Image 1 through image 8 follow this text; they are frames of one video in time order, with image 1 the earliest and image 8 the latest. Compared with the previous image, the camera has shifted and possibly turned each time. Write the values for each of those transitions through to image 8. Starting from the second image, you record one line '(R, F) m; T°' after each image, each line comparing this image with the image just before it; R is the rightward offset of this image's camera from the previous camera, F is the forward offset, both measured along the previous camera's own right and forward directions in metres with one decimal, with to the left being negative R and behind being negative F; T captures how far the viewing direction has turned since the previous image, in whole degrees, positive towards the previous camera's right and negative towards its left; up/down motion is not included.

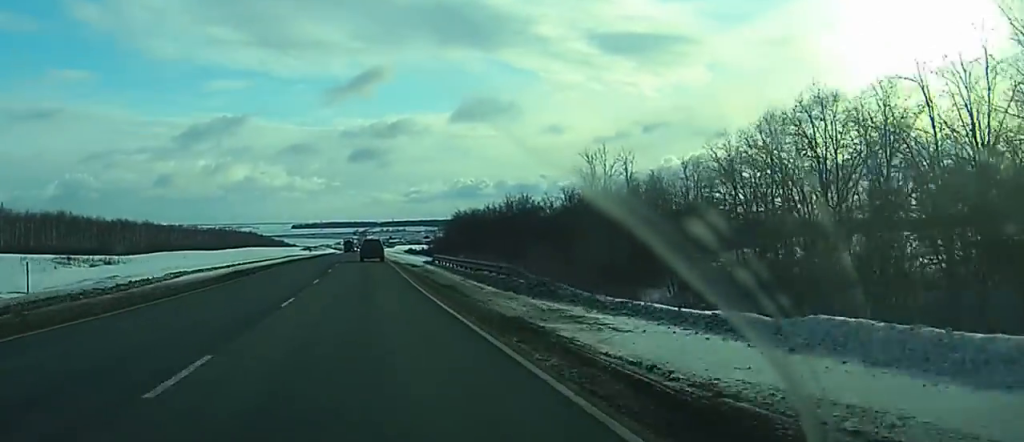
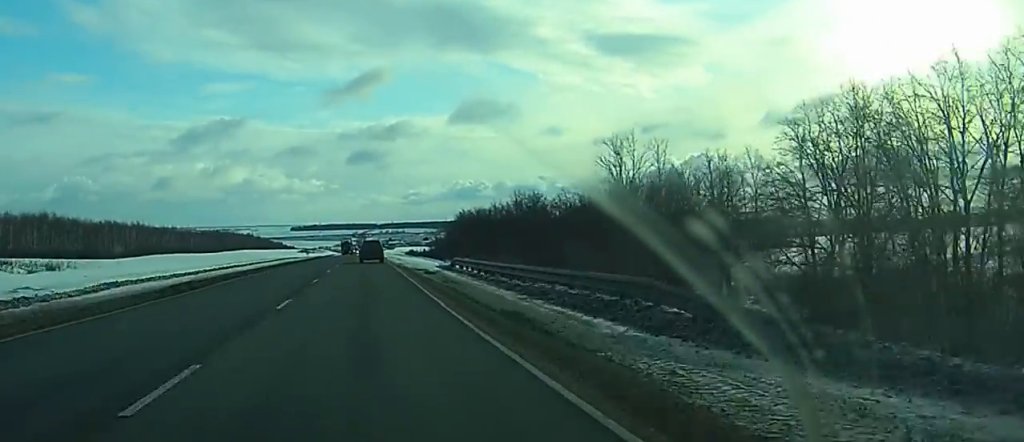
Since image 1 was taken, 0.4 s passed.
(0.0, +12.6) m; 0°
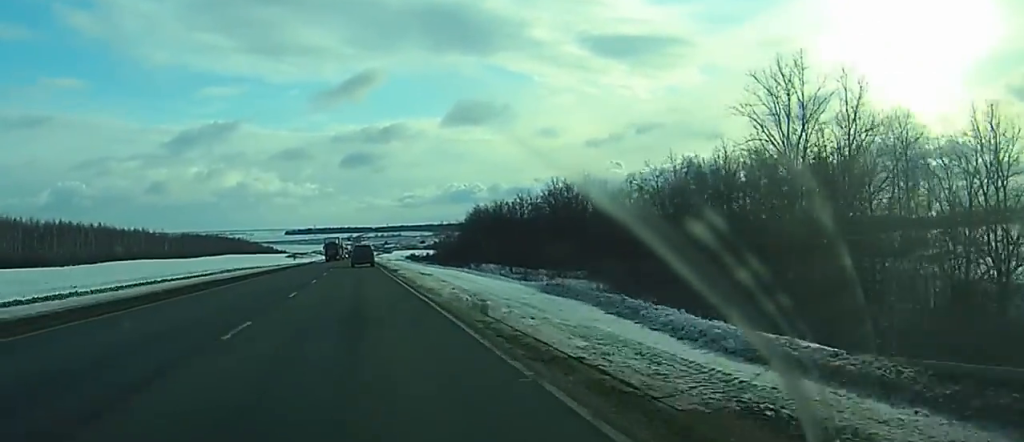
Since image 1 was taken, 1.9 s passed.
(-0.1, +41.9) m; 0°
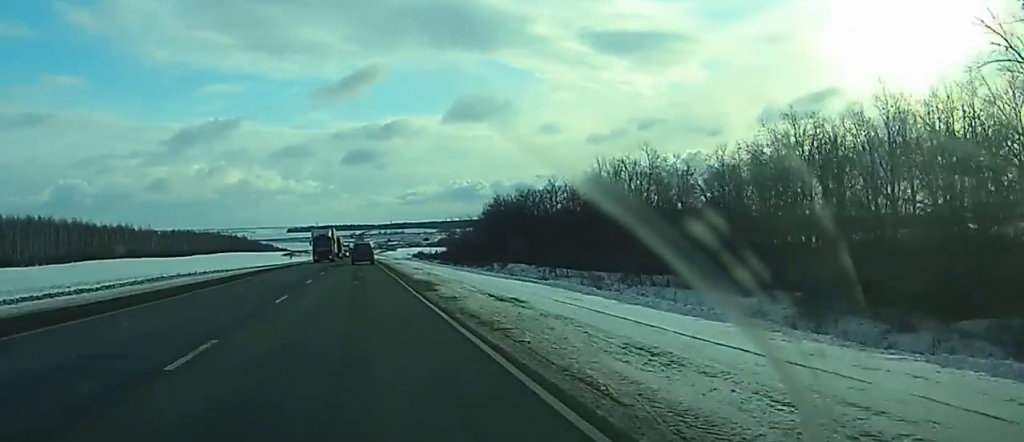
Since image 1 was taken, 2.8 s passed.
(+0.1, +27.4) m; 0°
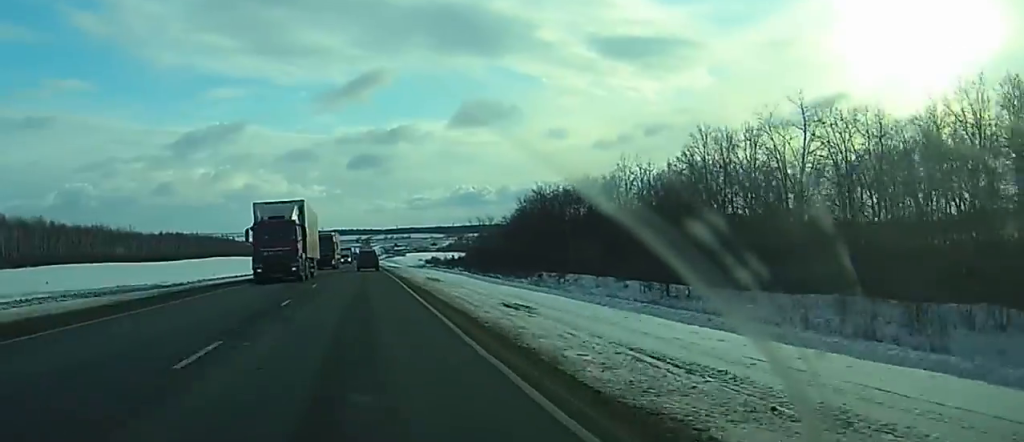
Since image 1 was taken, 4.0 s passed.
(-0.1, +36.2) m; -1°
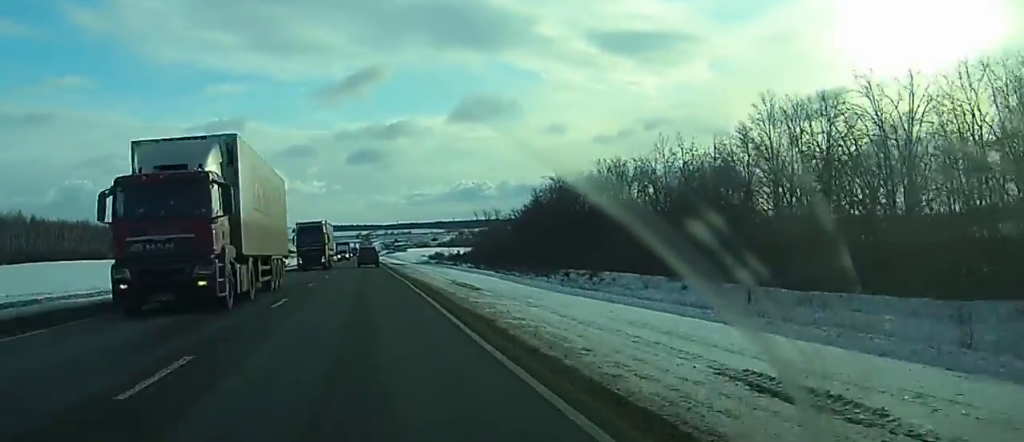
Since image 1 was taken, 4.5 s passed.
(0.0, +14.6) m; 0°
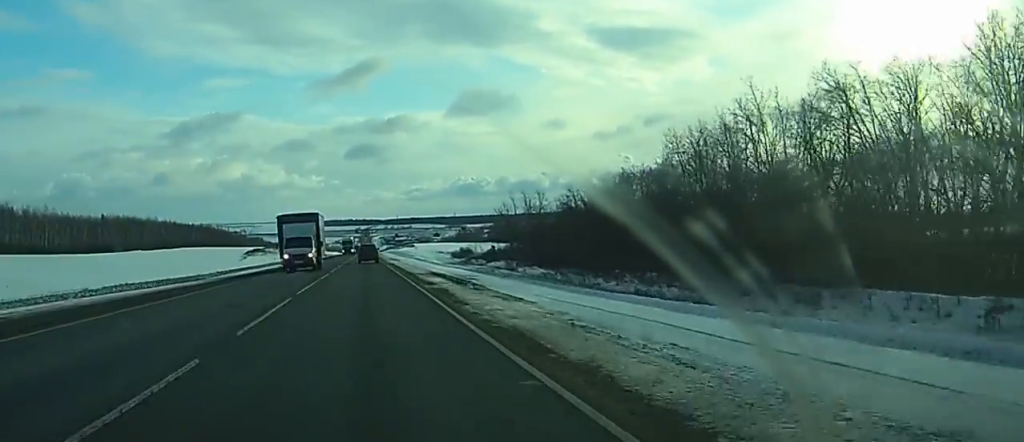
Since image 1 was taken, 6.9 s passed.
(+0.1, +67.1) m; 0°
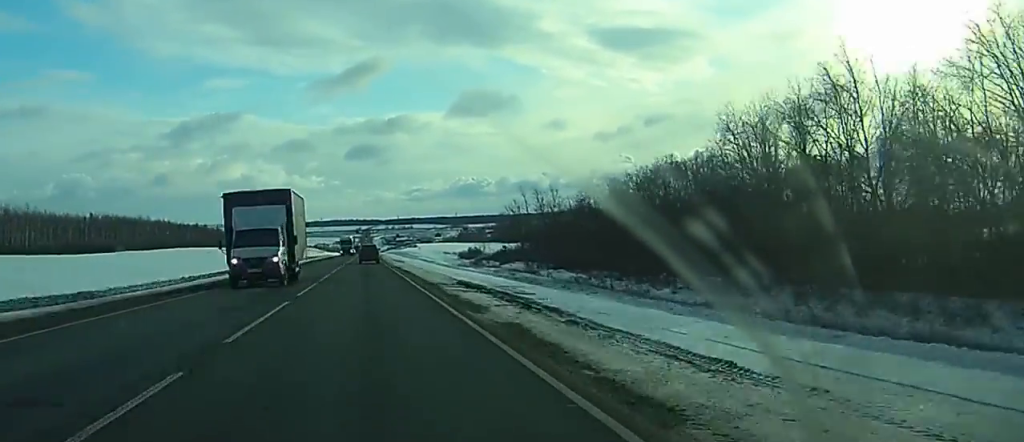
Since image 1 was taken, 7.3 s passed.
(0.0, +13.3) m; 0°
